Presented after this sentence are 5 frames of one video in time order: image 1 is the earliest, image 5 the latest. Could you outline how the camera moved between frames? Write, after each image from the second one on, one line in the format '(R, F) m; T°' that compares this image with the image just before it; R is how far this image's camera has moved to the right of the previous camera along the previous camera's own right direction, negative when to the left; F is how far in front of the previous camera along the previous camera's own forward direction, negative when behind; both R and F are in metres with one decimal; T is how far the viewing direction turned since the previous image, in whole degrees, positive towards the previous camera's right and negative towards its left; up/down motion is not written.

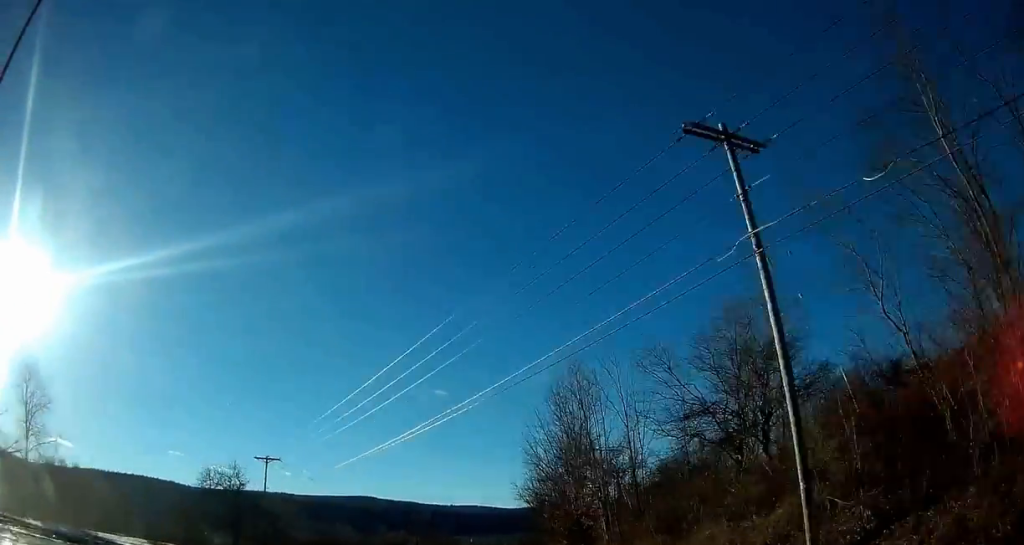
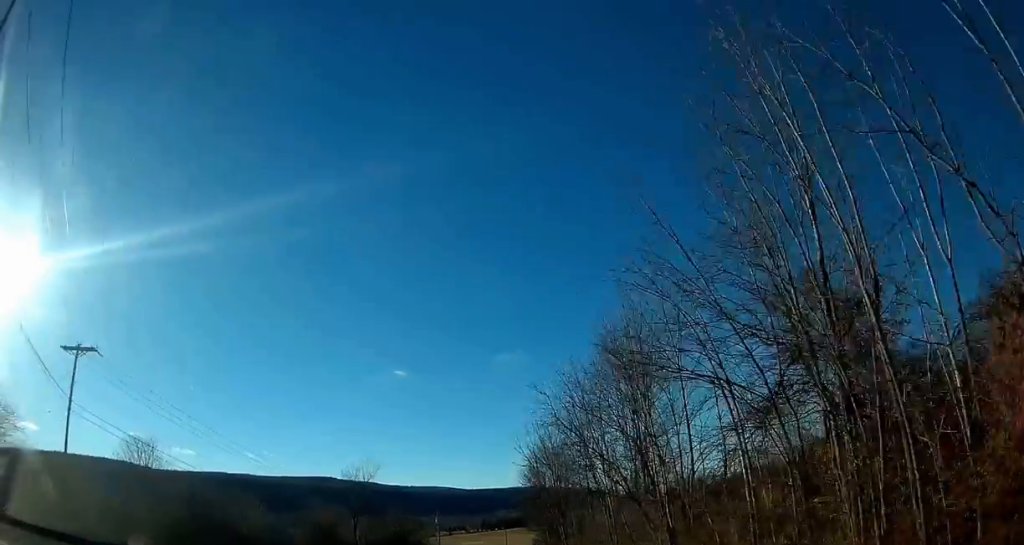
(+1.3, +31.9) m; +4°
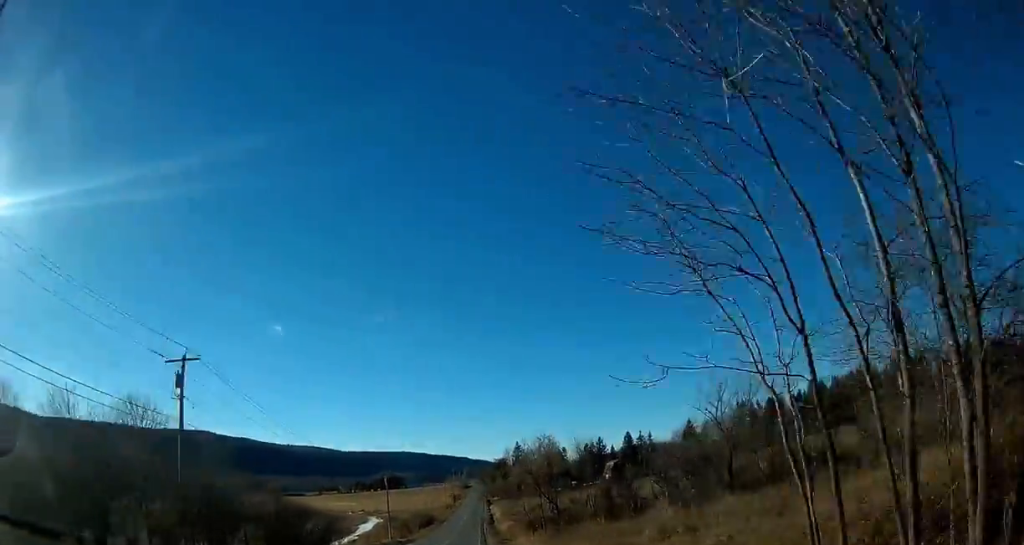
(+7.2, +74.0) m; +12°
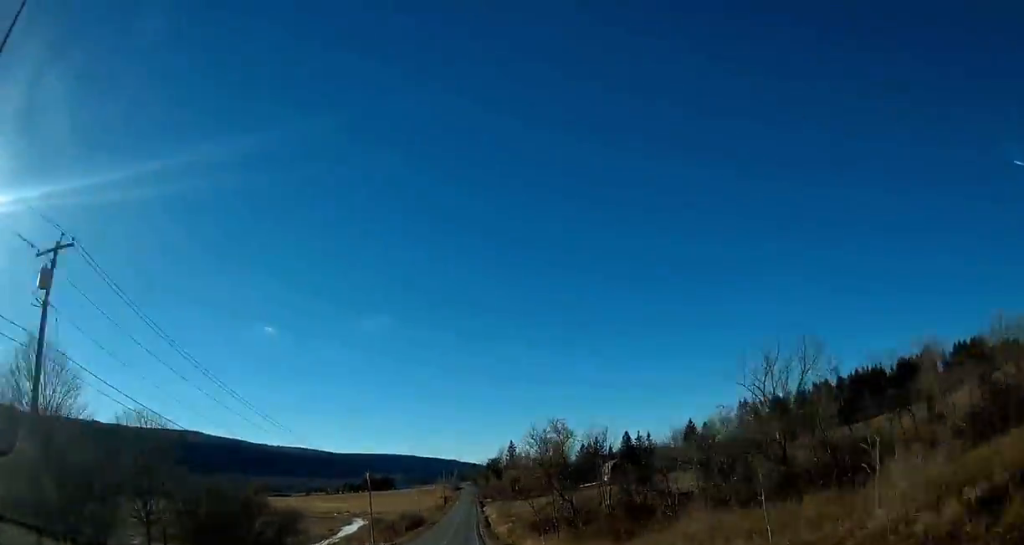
(+0.3, +12.7) m; +2°
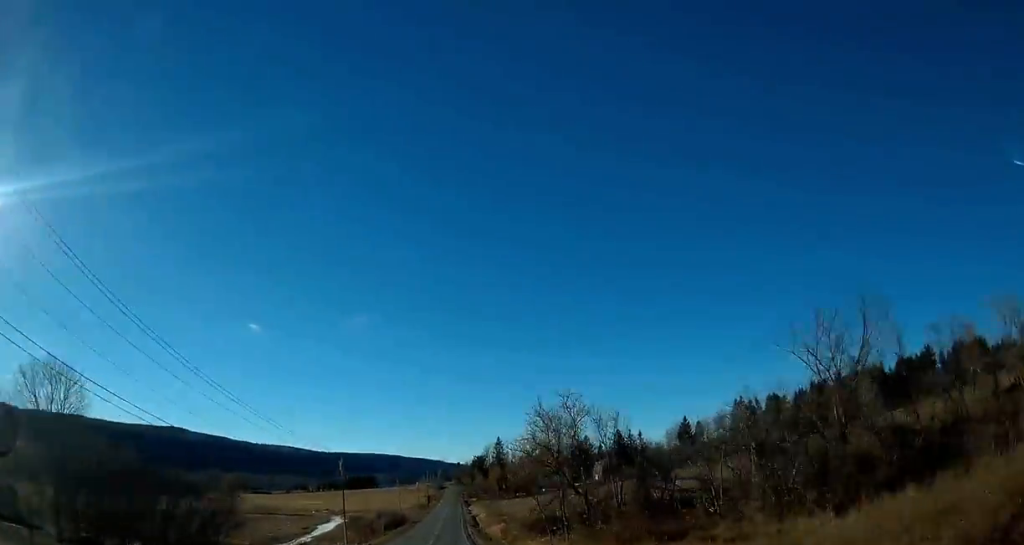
(+0.2, +11.4) m; +1°
